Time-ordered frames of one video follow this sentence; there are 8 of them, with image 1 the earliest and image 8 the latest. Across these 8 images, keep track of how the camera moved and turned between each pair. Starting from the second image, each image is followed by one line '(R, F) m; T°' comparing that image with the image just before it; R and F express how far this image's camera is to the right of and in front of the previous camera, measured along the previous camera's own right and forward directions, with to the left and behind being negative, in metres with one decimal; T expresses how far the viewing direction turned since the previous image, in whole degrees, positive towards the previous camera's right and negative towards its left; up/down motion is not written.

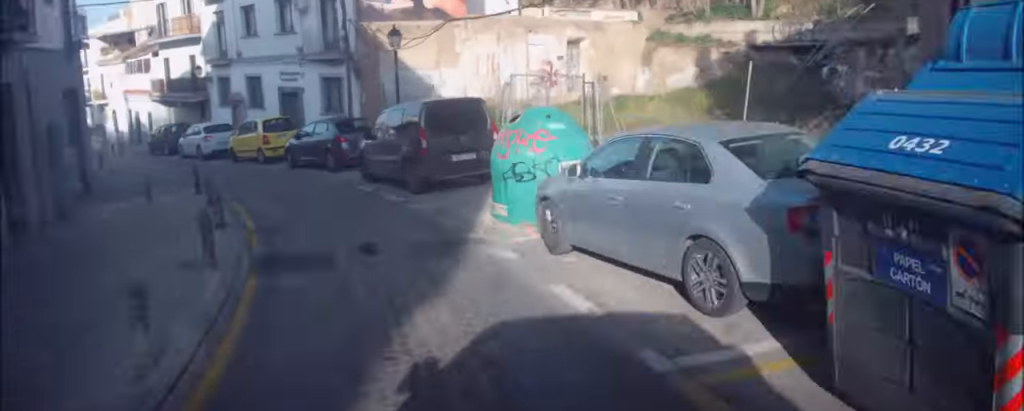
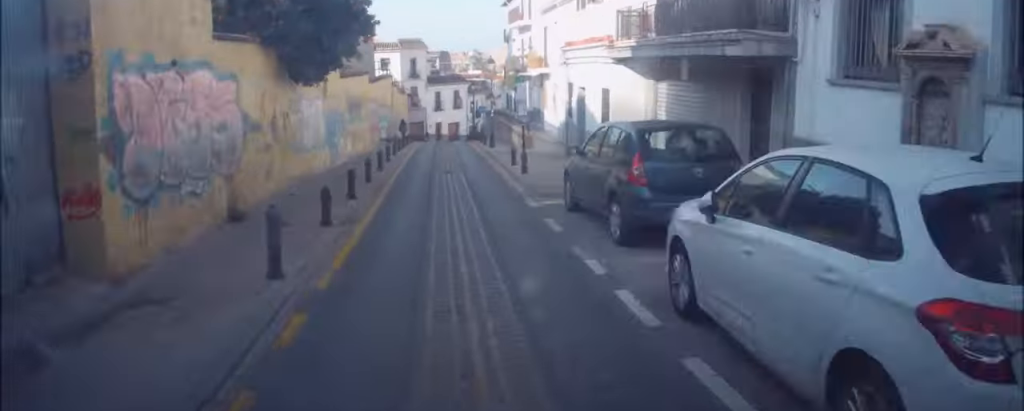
(-9.0, +23.1) m; -12°
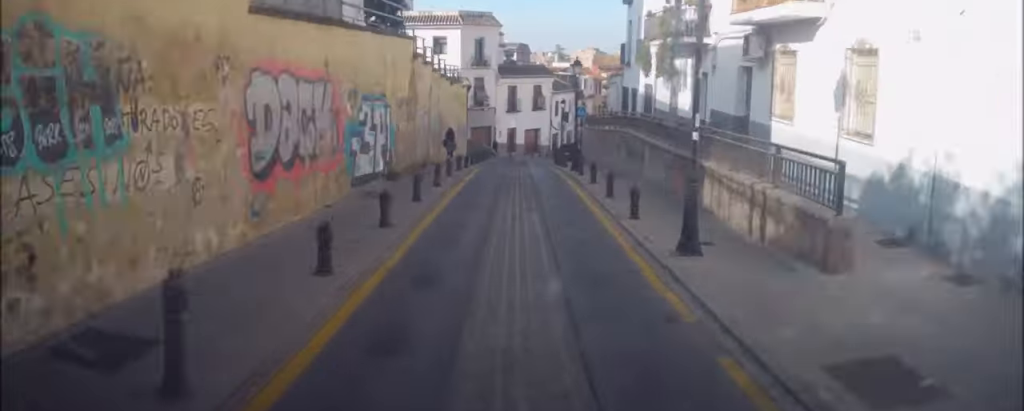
(-4.0, +19.1) m; -9°
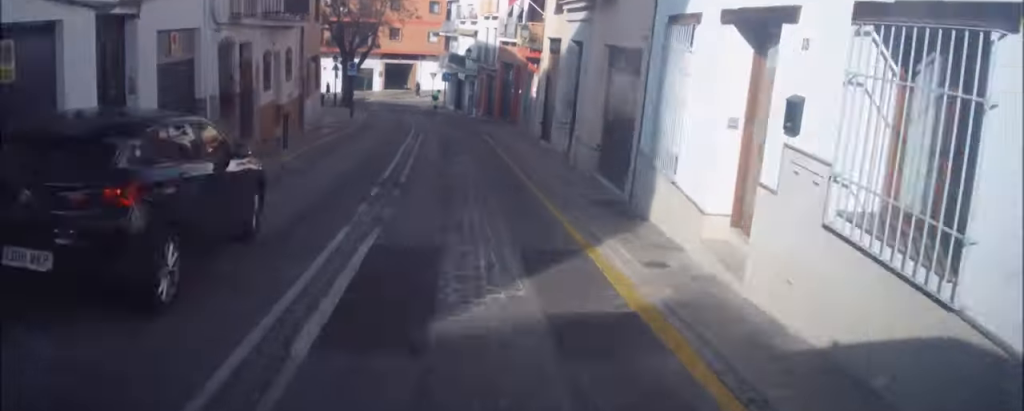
(+5.2, +52.3) m; +17°
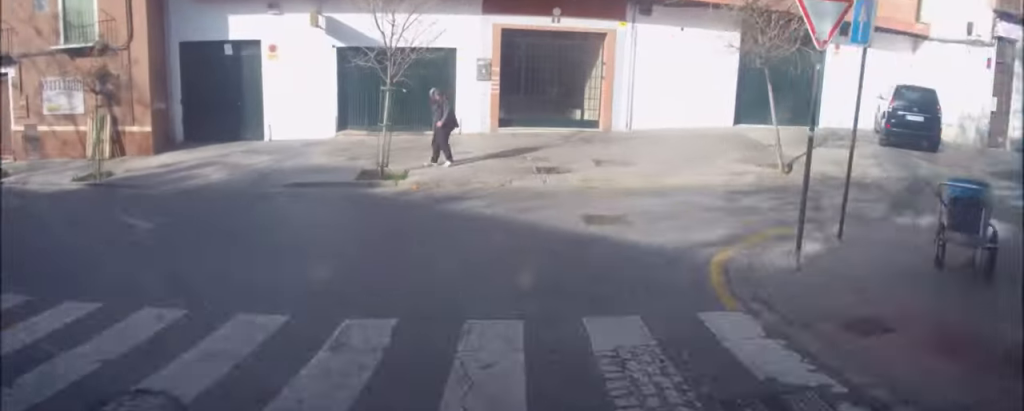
(+7.9, +34.3) m; +40°
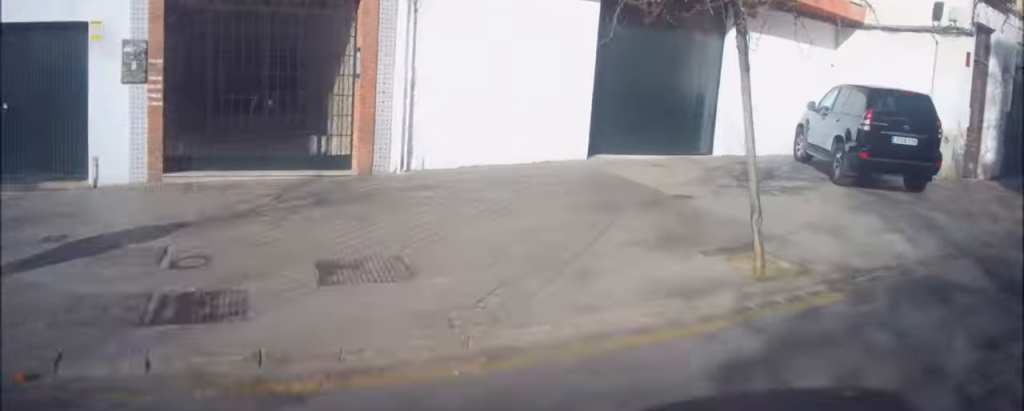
(-0.4, +13.2) m; +21°
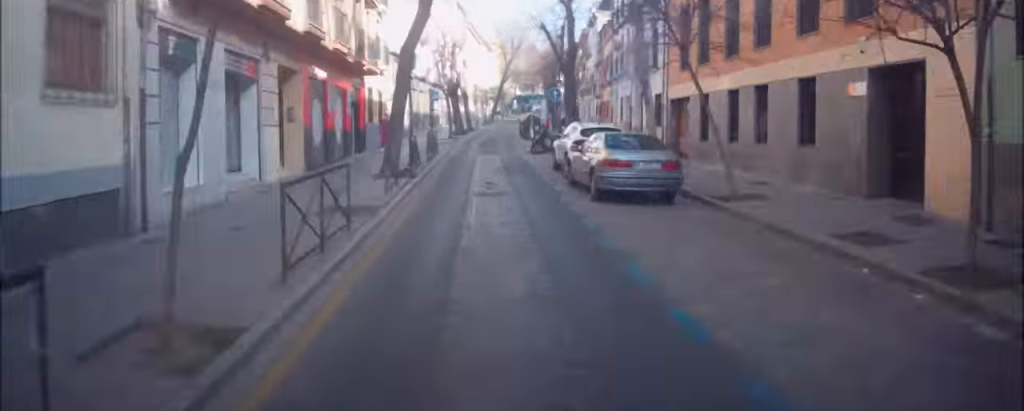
(+19.4, +58.6) m; +21°
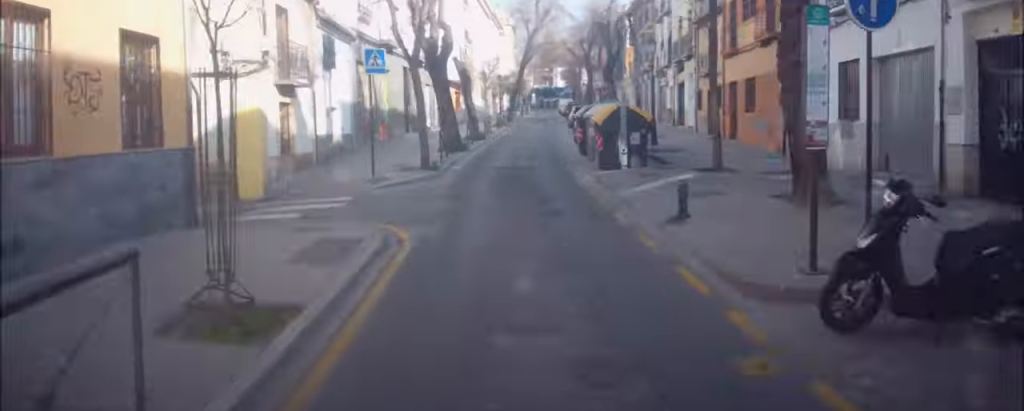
(-0.2, +19.7) m; +1°
